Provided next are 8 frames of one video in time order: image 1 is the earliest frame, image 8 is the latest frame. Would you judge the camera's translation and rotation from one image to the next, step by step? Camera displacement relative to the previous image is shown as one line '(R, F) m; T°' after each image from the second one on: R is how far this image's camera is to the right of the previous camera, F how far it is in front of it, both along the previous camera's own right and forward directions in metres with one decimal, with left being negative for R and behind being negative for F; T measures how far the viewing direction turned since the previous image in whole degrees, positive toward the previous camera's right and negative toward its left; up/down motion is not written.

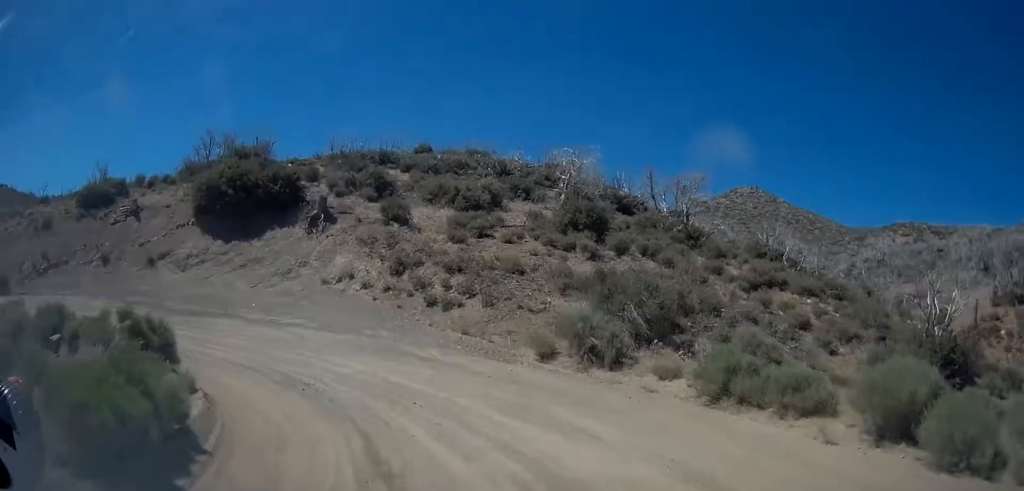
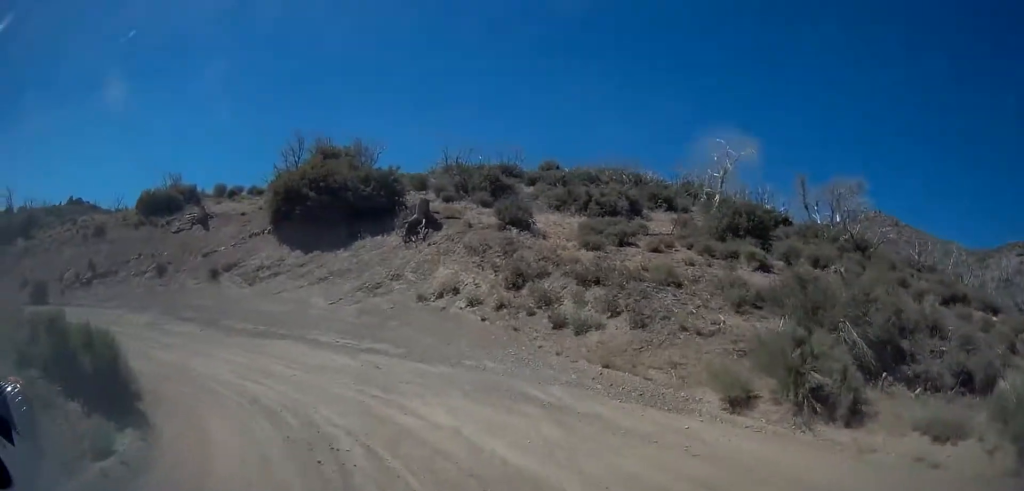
(-0.8, +5.7) m; -16°
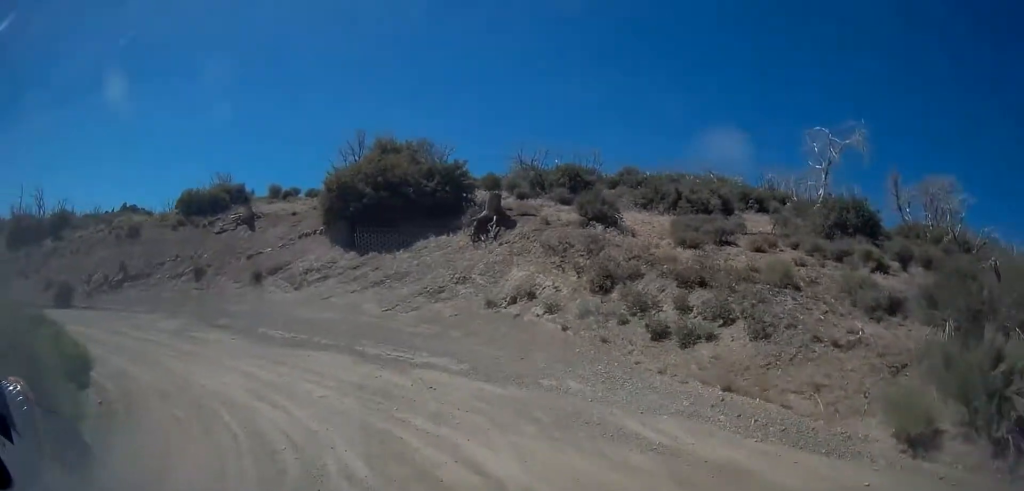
(-0.4, +3.3) m; -8°
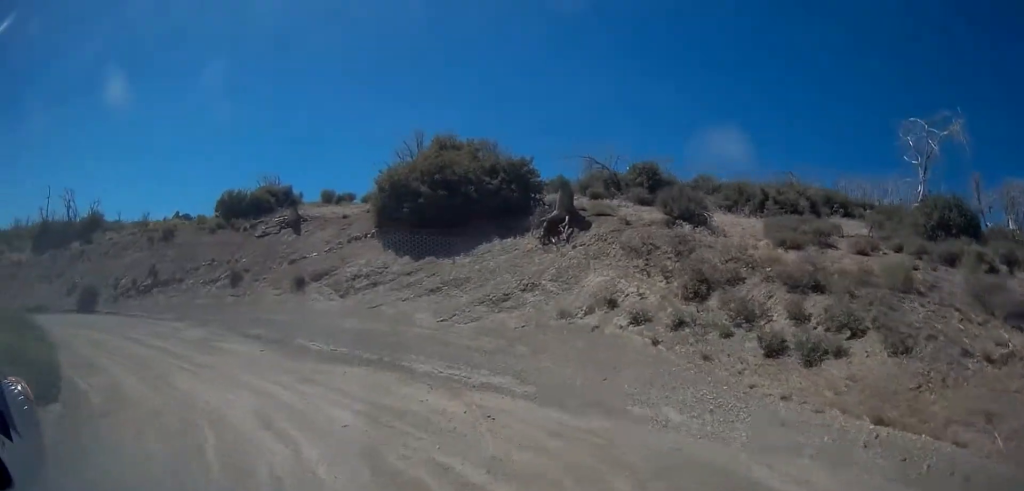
(-0.2, +2.8) m; -7°
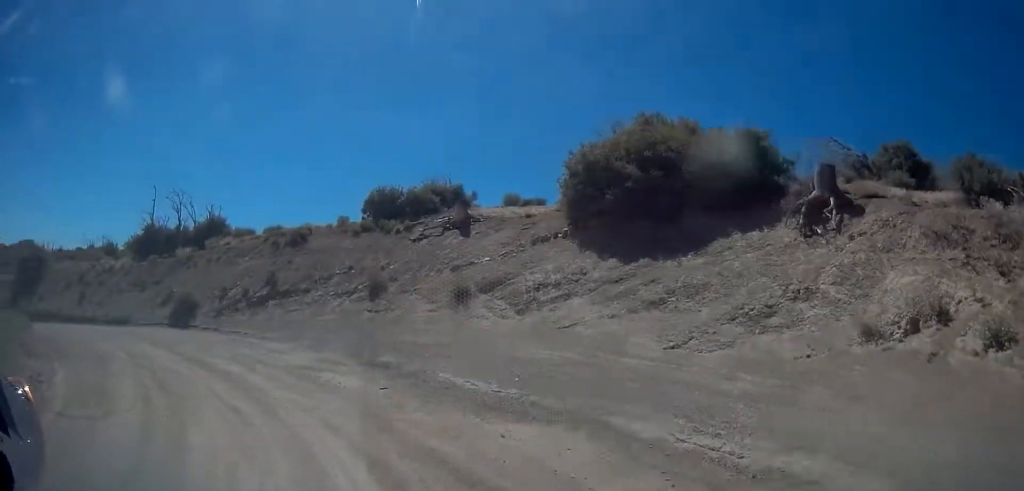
(-0.7, +6.2) m; -19°
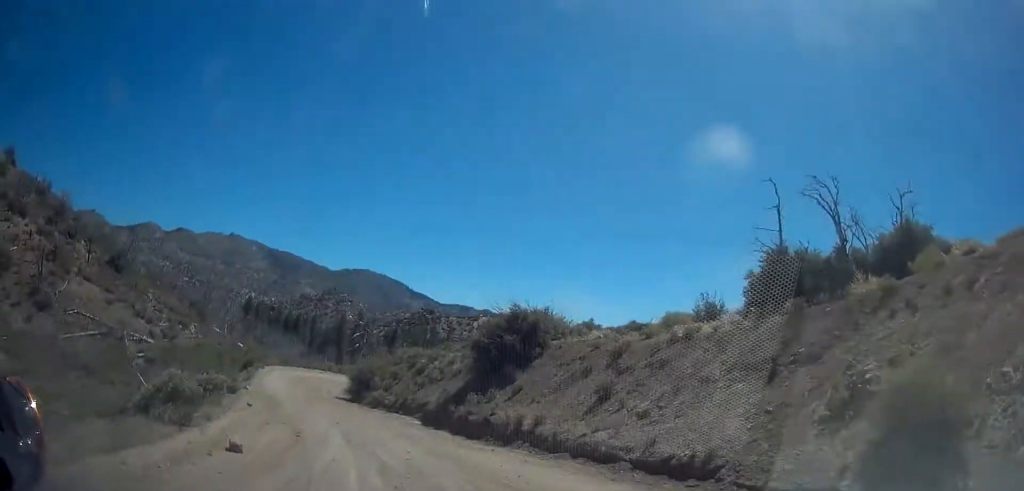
(-10.1, +13.7) m; -69°
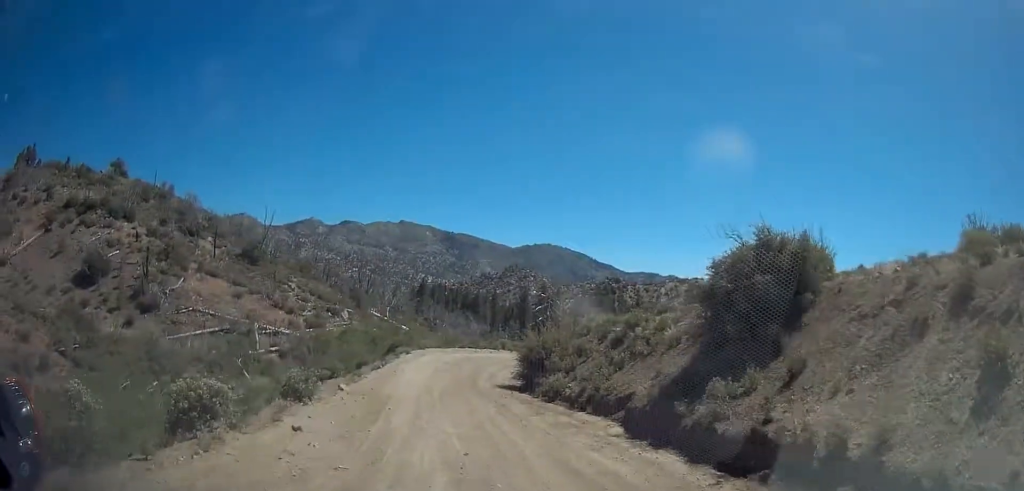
(-1.1, +8.0) m; -13°
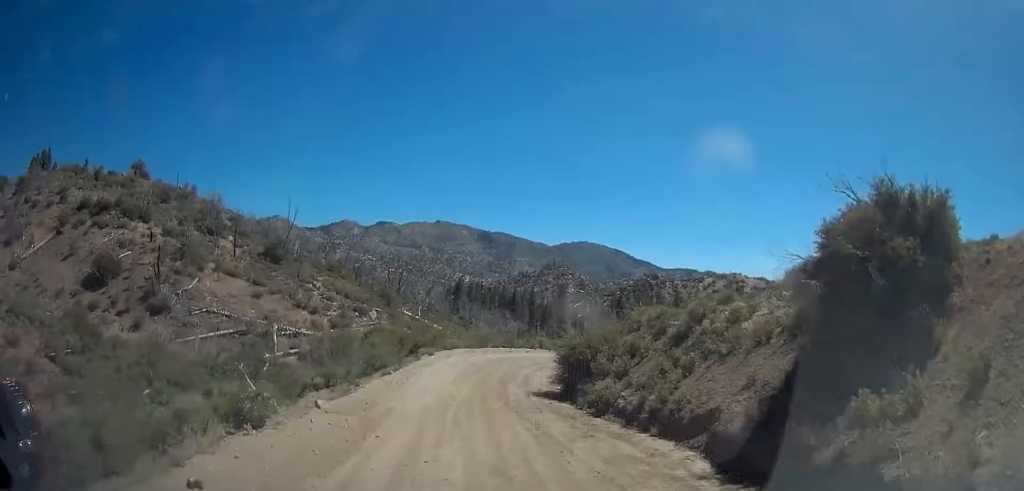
(0.0, +4.0) m; -5°
